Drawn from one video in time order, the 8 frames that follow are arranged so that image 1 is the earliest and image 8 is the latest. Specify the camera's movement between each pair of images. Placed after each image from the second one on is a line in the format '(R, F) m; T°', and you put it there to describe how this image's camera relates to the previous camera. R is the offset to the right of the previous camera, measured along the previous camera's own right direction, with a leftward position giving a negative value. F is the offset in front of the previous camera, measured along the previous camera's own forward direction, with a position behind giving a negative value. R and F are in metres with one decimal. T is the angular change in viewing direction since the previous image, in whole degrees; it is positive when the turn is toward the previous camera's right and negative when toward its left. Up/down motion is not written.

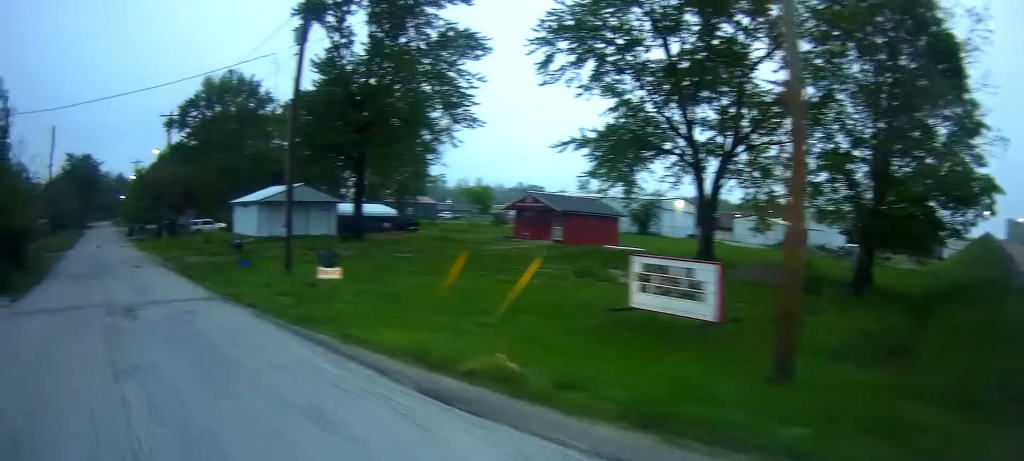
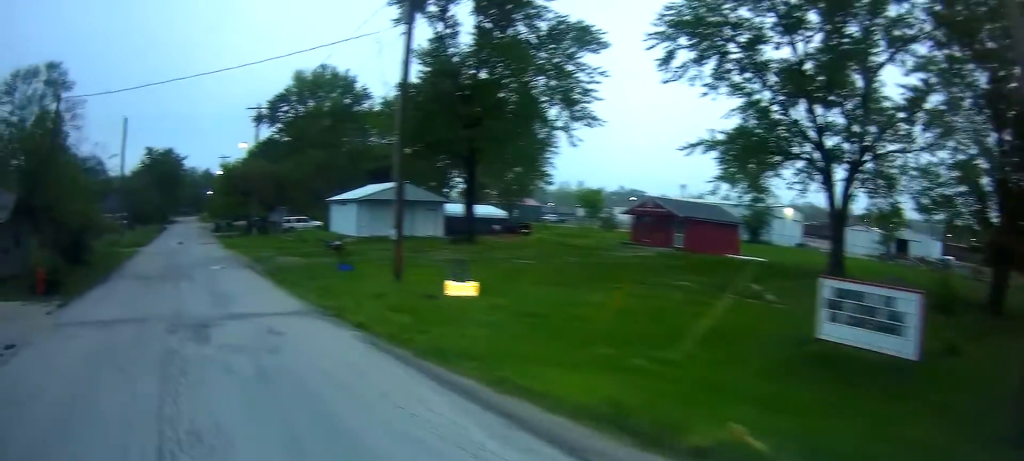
(-0.1, +2.2) m; -14°
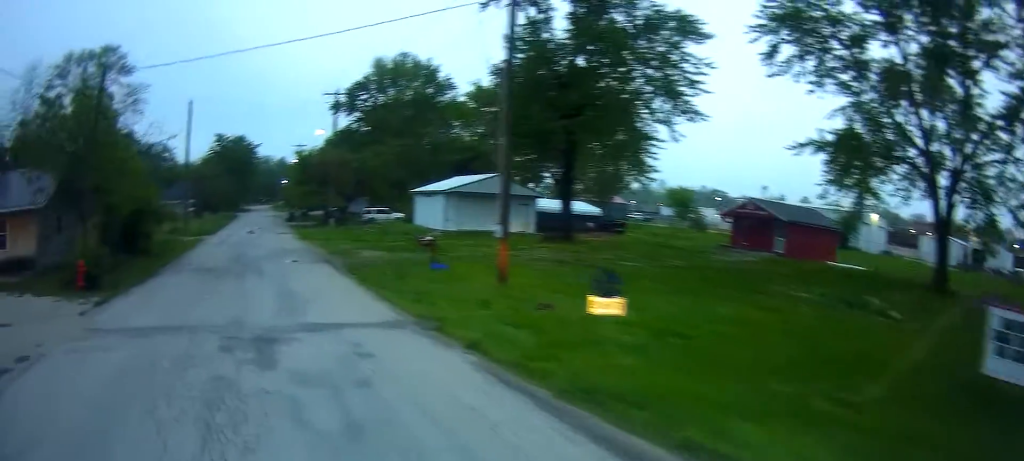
(-0.3, +1.9) m; -7°
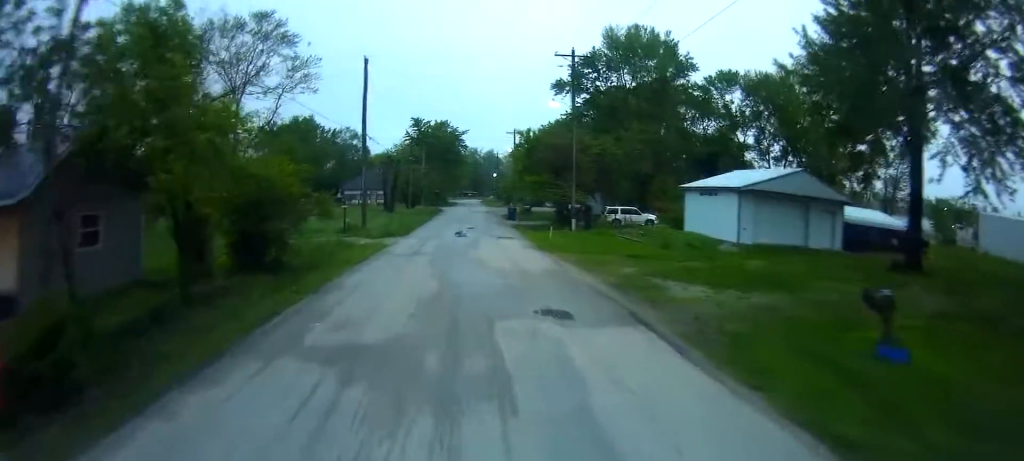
(-1.7, +10.0) m; -9°
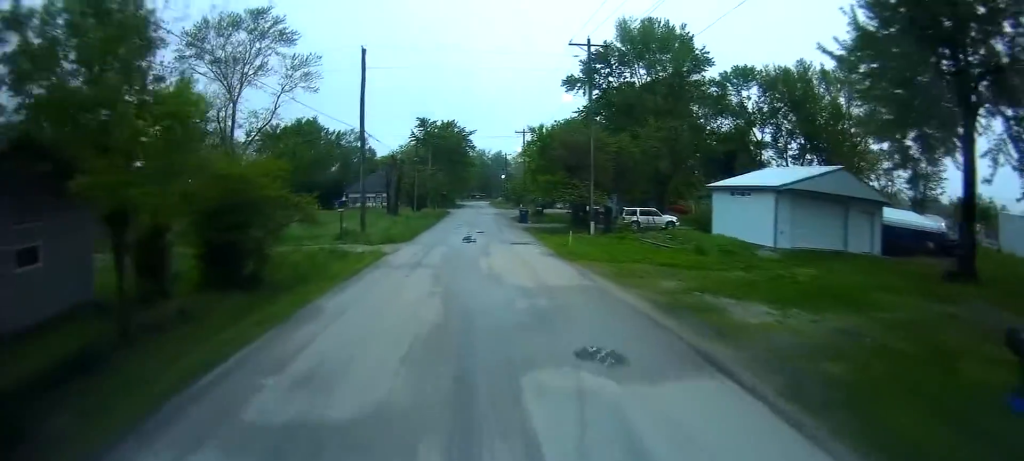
(-0.2, +2.5) m; +2°
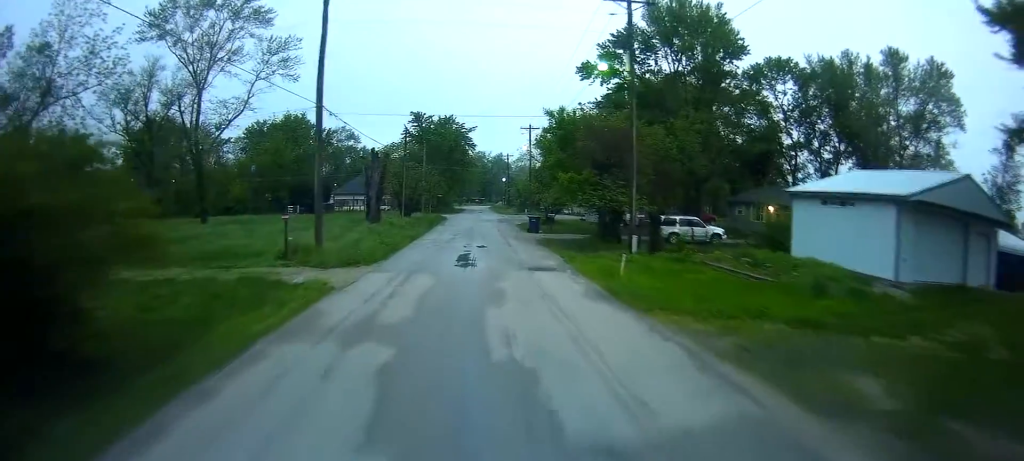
(+0.7, +7.7) m; +2°
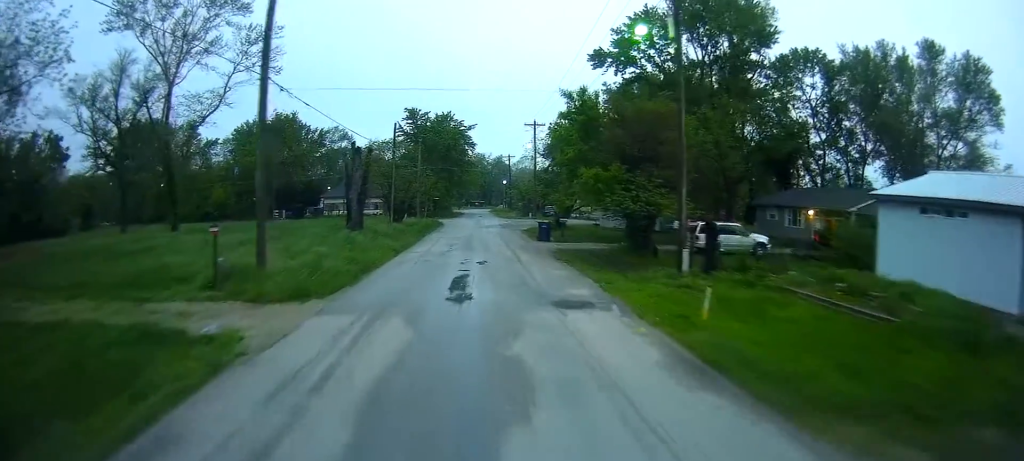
(-0.4, +5.8) m; -1°
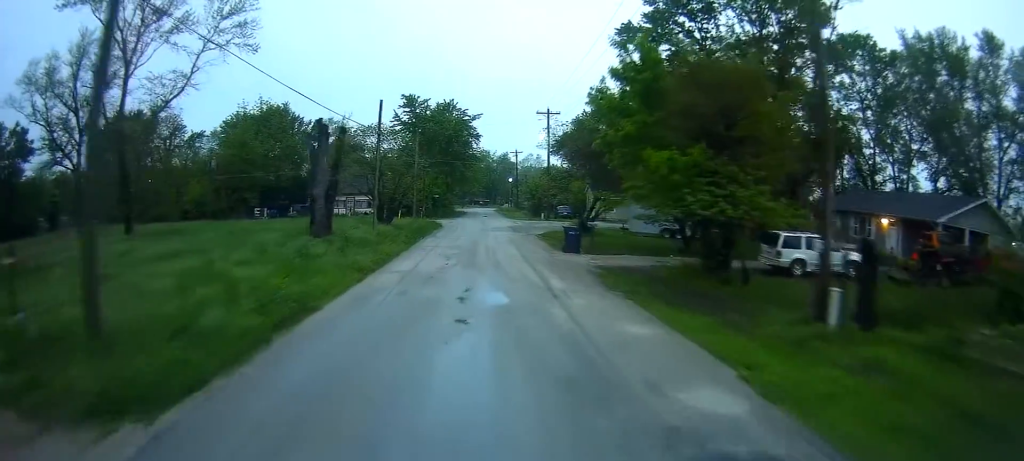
(+0.1, +8.2) m; 0°
